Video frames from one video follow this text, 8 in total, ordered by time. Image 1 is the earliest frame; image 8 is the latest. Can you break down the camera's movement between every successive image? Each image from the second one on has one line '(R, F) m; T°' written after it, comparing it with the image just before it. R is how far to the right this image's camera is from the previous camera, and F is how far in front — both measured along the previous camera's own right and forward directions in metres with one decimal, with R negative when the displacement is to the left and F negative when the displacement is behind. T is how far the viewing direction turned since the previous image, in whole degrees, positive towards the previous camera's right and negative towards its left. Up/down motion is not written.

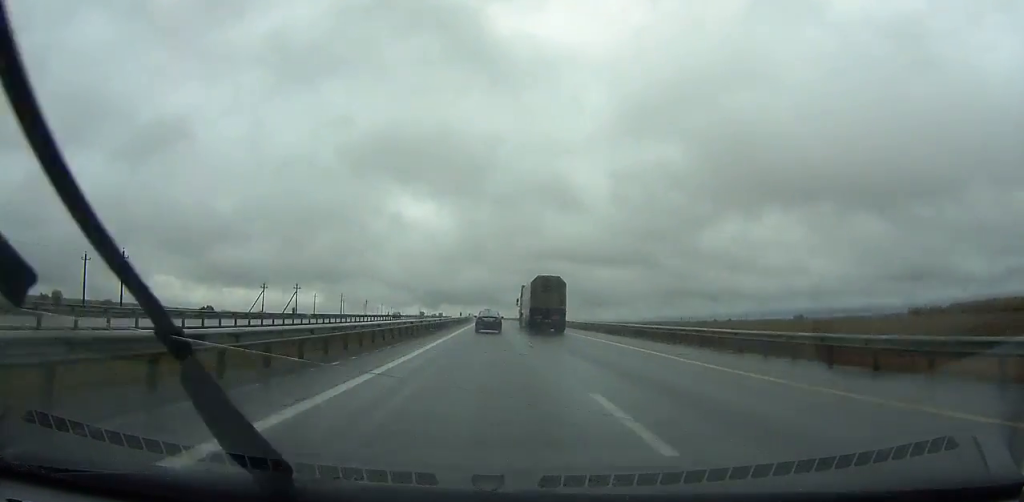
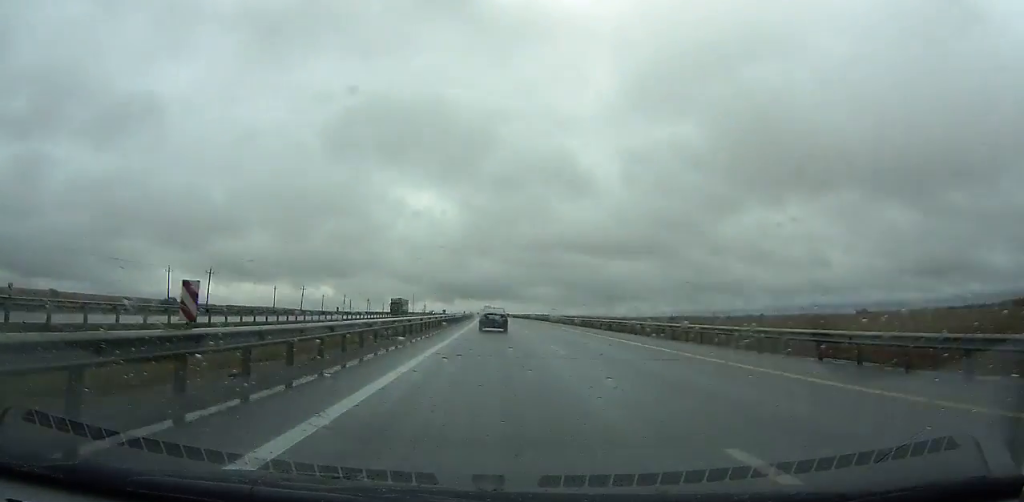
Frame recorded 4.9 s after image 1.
(-2.2, +147.1) m; -2°
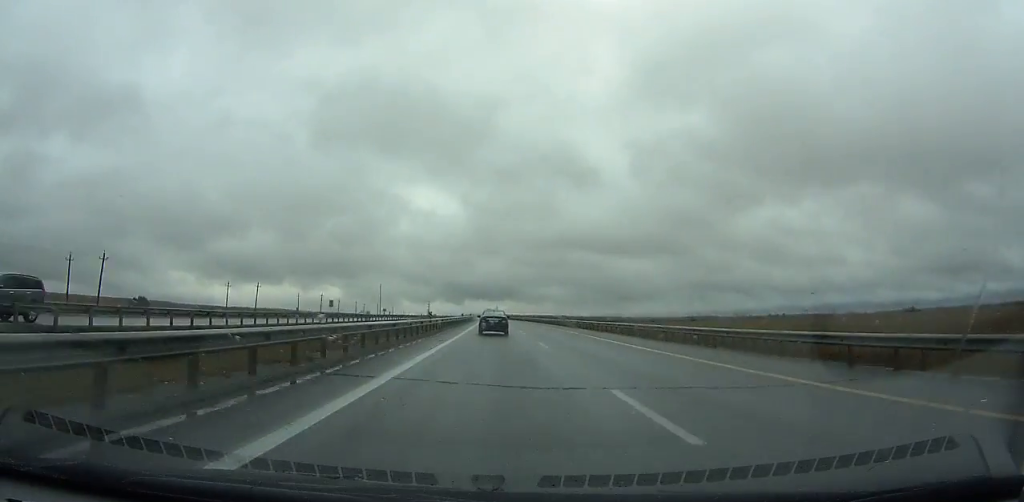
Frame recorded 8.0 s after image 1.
(-0.7, +93.3) m; -1°
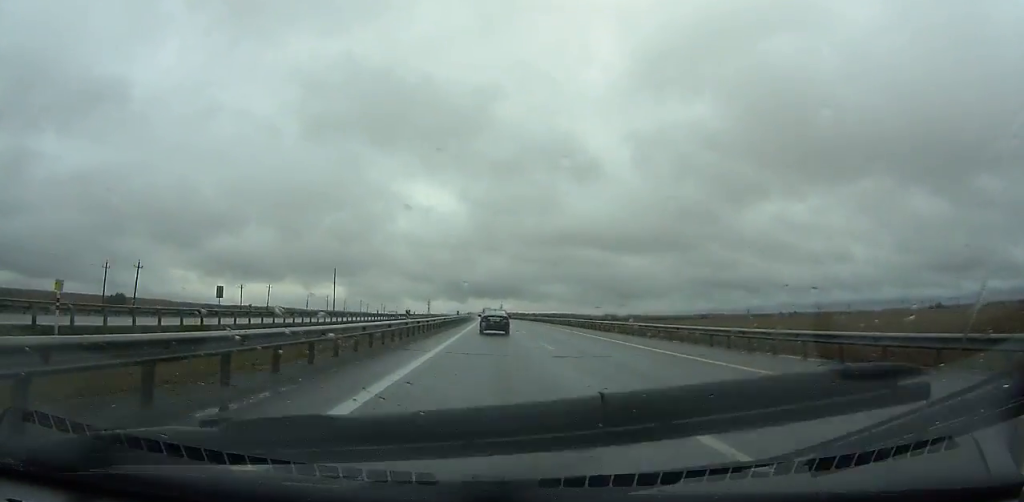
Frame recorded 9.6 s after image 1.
(-0.5, +48.3) m; -1°
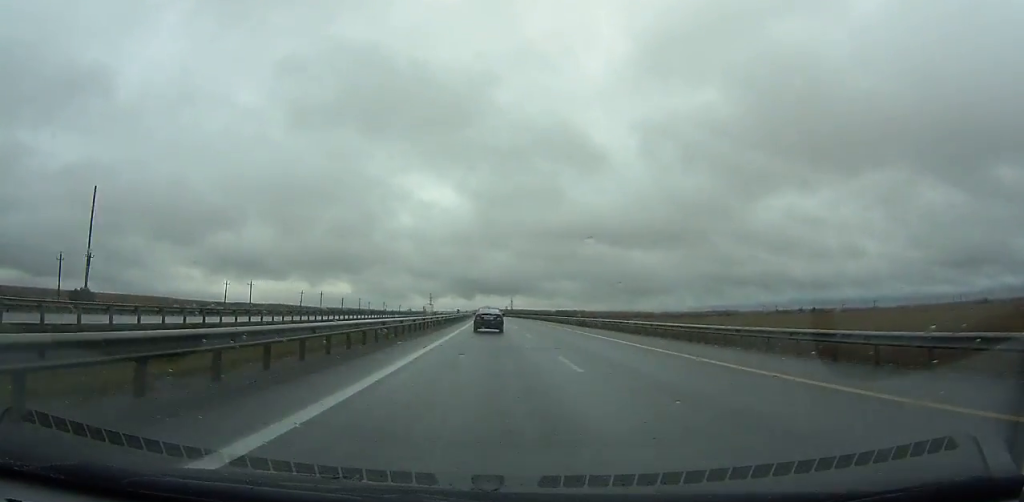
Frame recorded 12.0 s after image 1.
(-0.6, +72.5) m; -1°
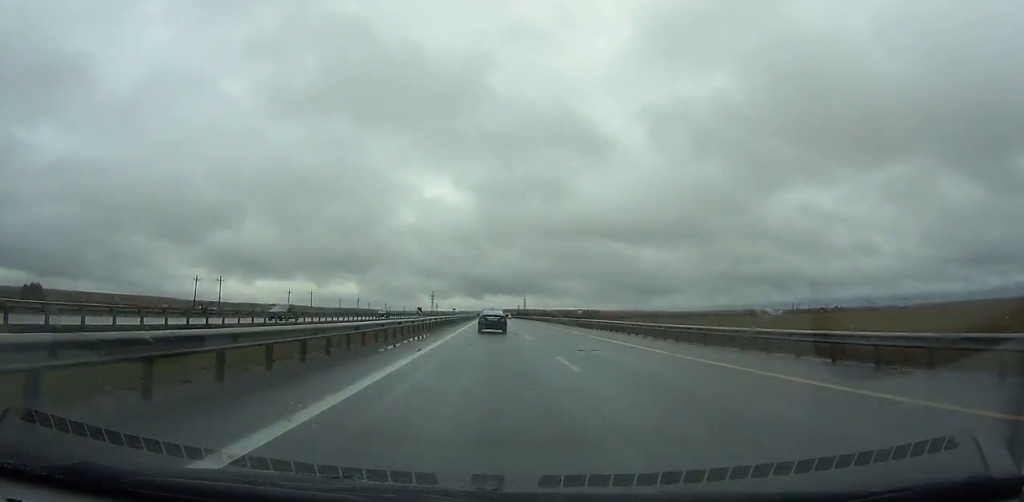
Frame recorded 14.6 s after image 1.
(-0.6, +78.8) m; -1°
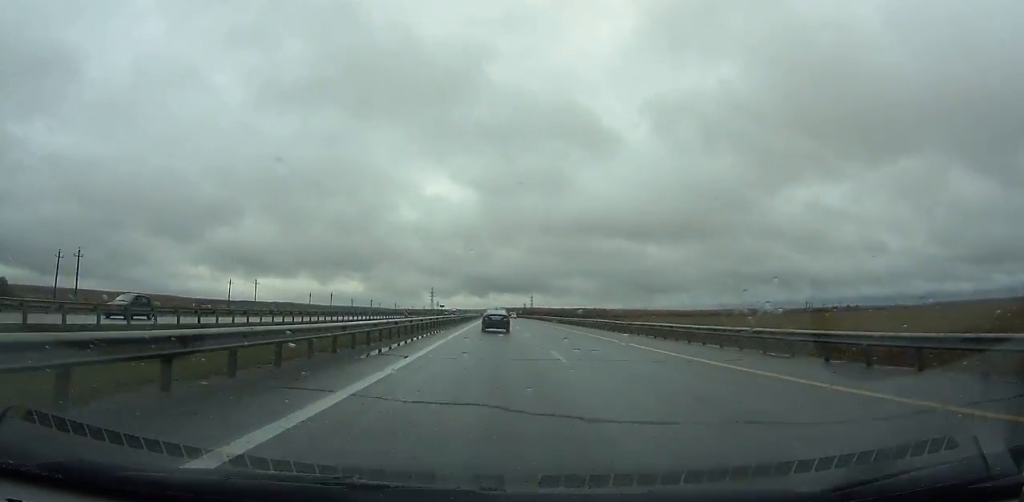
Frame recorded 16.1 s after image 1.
(-0.2, +45.7) m; 0°
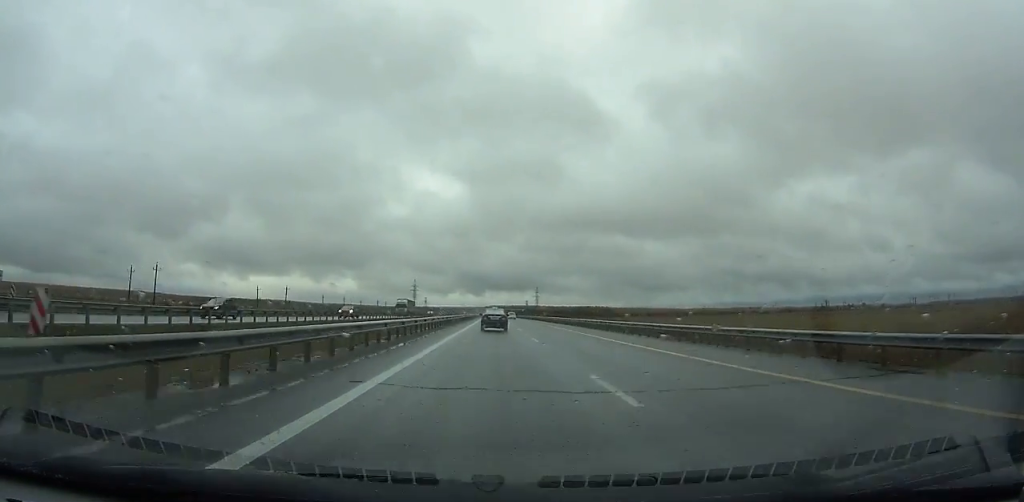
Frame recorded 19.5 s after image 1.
(-0.3, +103.9) m; 0°
